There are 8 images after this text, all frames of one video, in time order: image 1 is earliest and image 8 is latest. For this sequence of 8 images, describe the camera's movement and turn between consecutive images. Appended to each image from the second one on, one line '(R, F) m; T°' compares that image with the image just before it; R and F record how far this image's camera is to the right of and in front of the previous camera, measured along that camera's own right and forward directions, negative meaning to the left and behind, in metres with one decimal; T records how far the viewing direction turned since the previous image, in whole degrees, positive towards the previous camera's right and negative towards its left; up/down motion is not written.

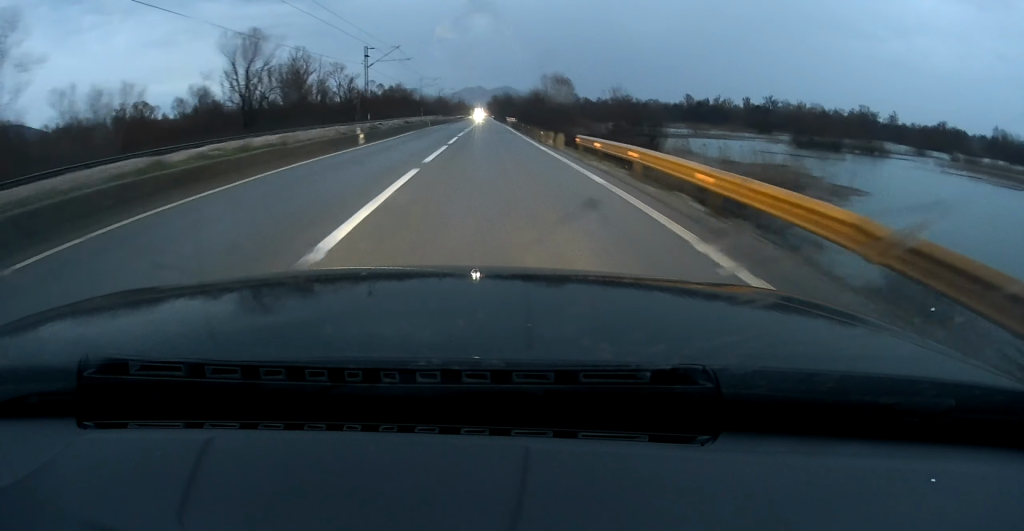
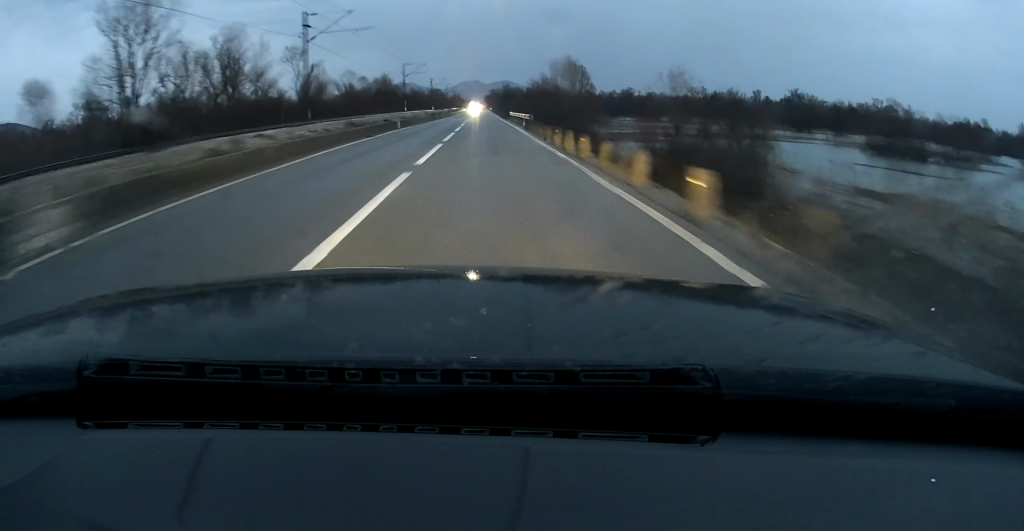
(-0.1, +21.6) m; 0°
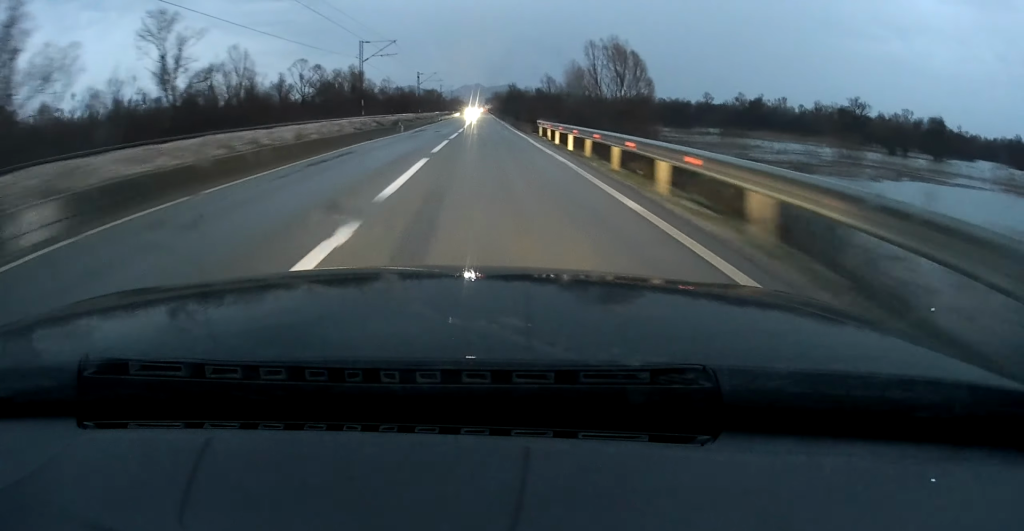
(-0.1, +35.8) m; 0°
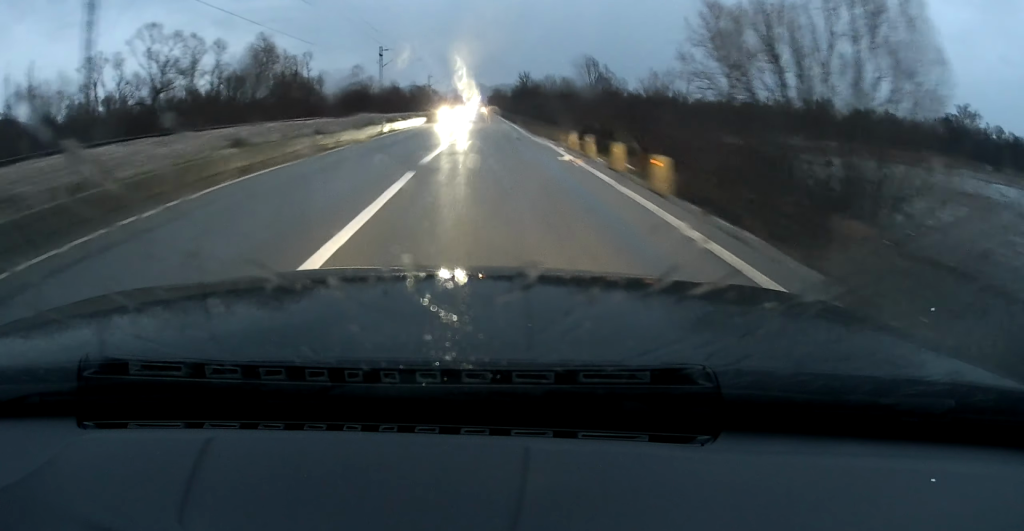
(+0.1, +45.2) m; 0°
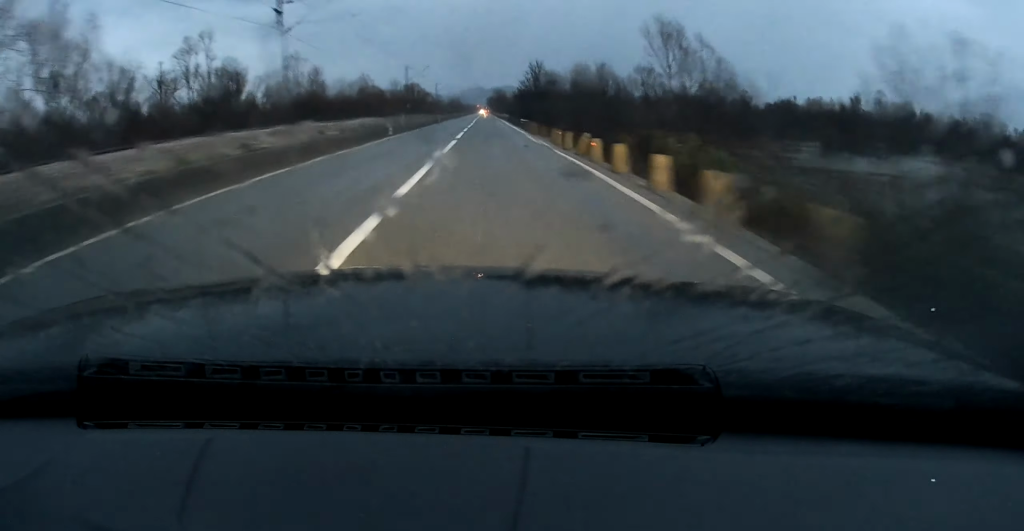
(+0.1, +36.1) m; 0°
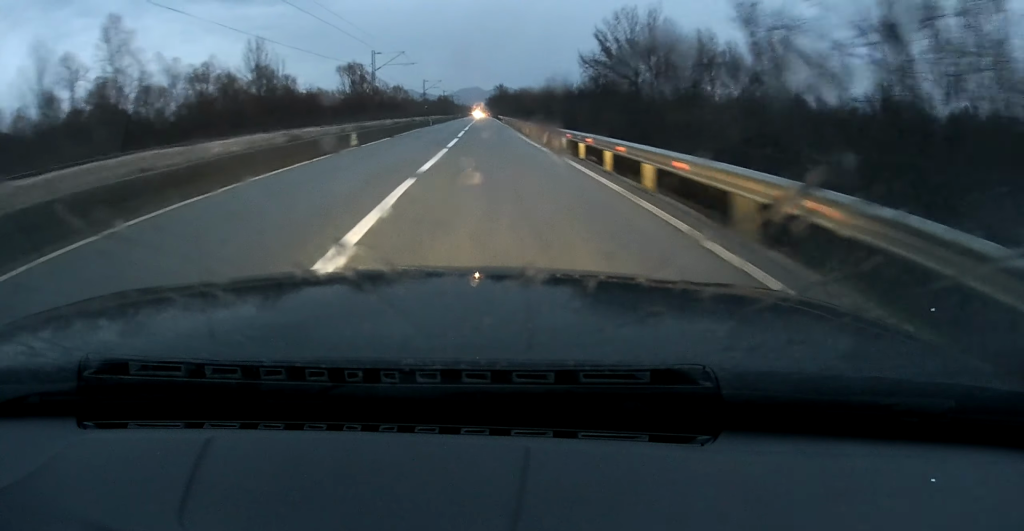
(+0.2, +87.6) m; 0°
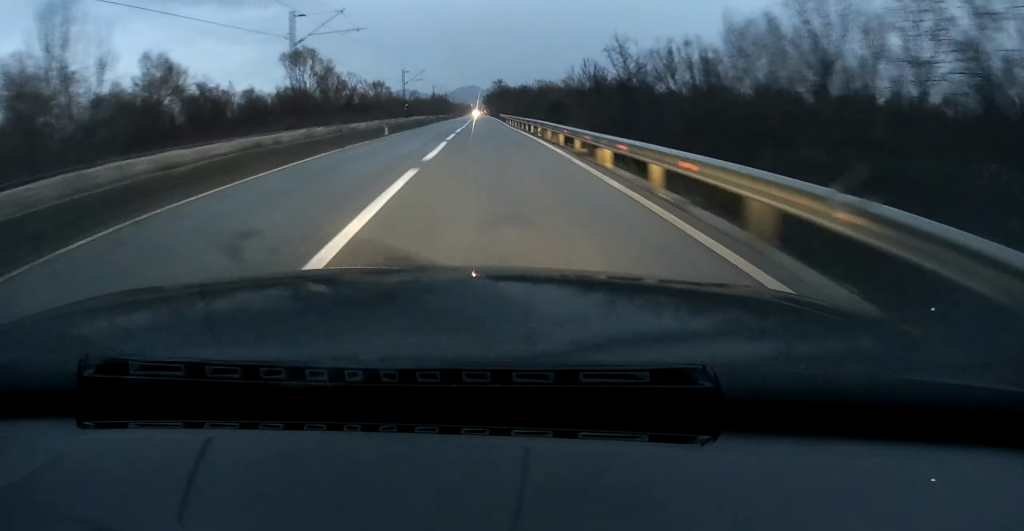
(0.0, +28.8) m; 0°
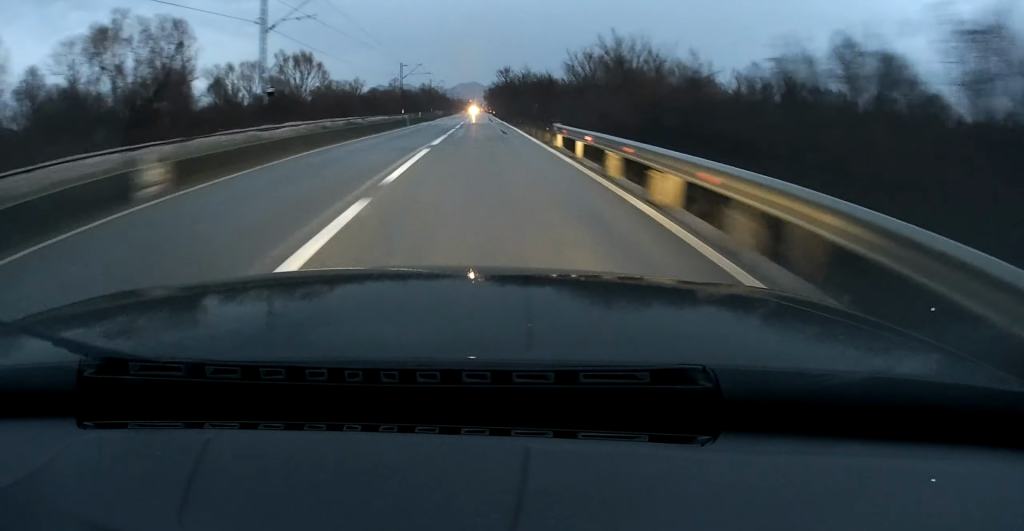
(-0.2, +65.4) m; 0°
